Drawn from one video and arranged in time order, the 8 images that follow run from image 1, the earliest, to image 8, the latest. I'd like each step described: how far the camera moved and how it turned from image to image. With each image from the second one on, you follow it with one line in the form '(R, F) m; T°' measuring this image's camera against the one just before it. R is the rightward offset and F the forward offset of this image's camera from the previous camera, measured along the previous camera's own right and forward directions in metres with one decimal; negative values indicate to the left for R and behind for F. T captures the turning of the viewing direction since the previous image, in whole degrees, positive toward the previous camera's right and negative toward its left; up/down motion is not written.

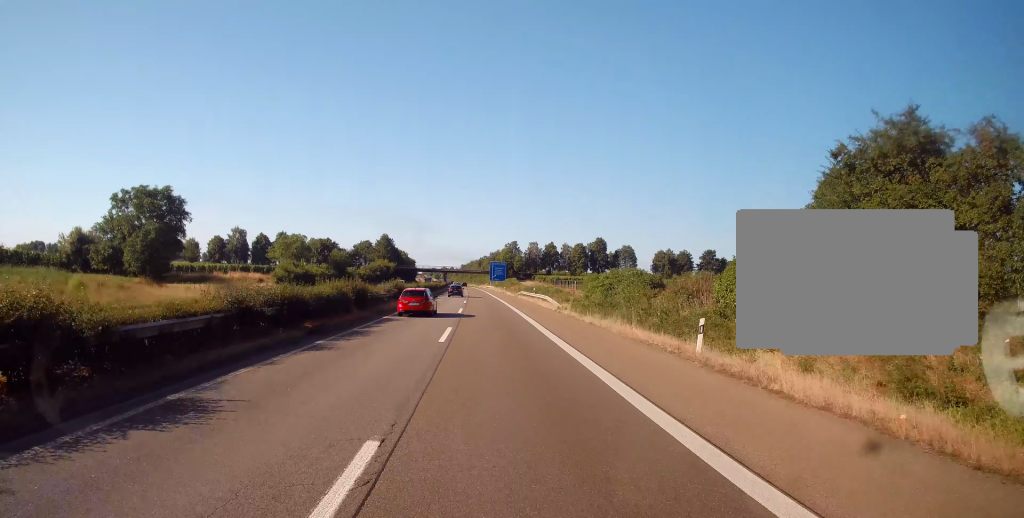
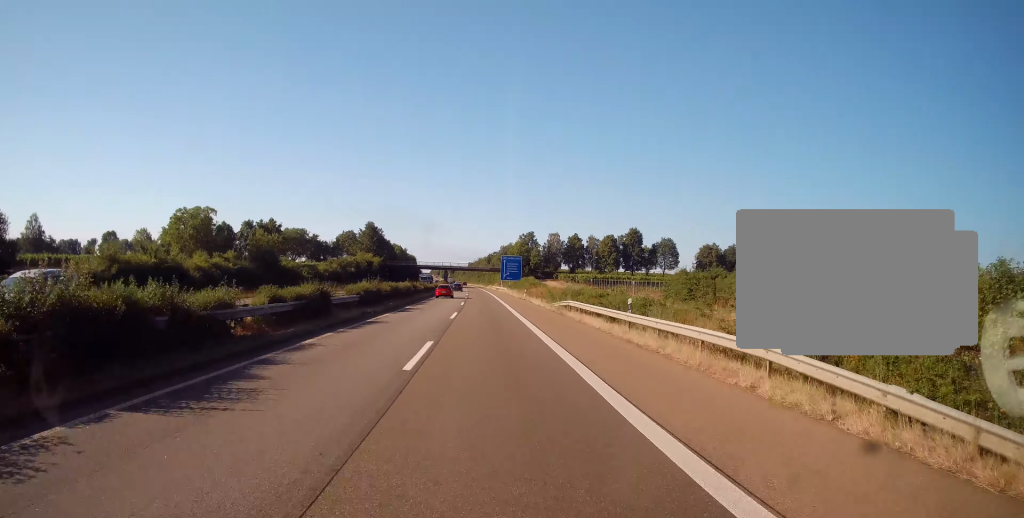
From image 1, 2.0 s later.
(-0.2, +41.7) m; 0°
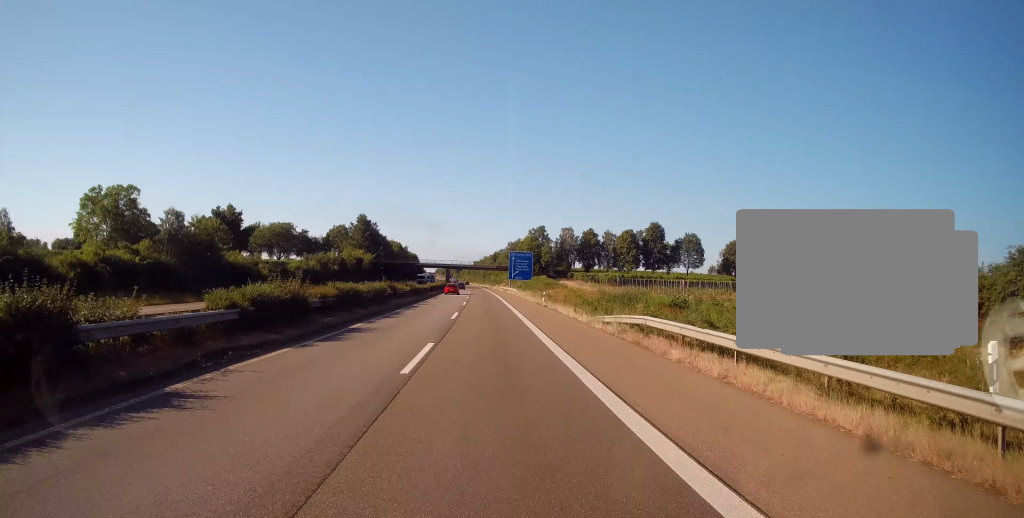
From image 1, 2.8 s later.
(0.0, +18.6) m; 0°
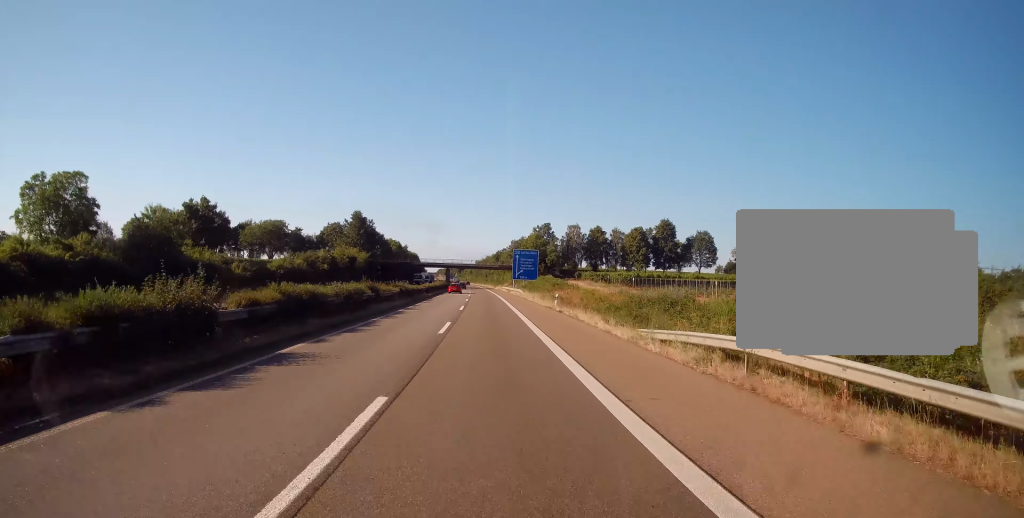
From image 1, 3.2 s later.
(+0.1, +8.6) m; 0°
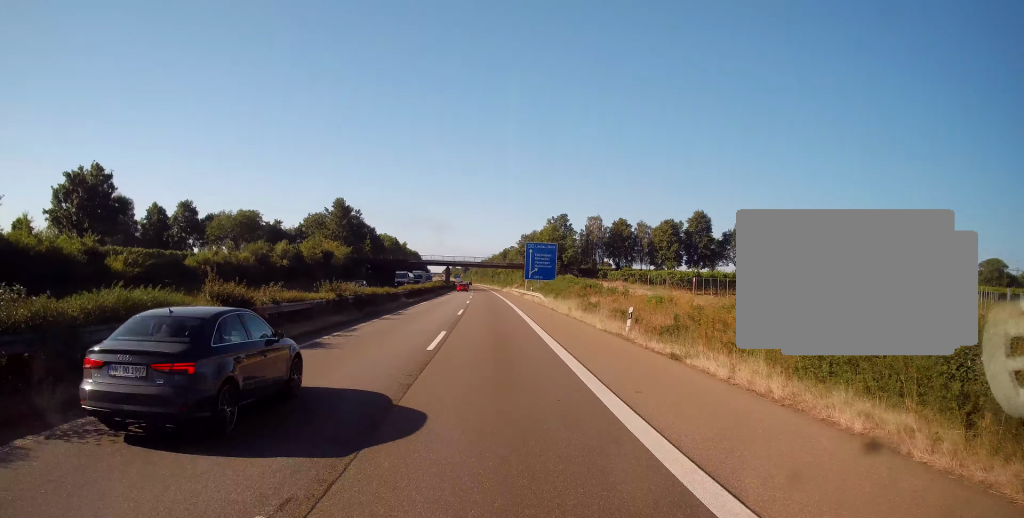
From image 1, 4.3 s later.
(-0.3, +23.2) m; -1°
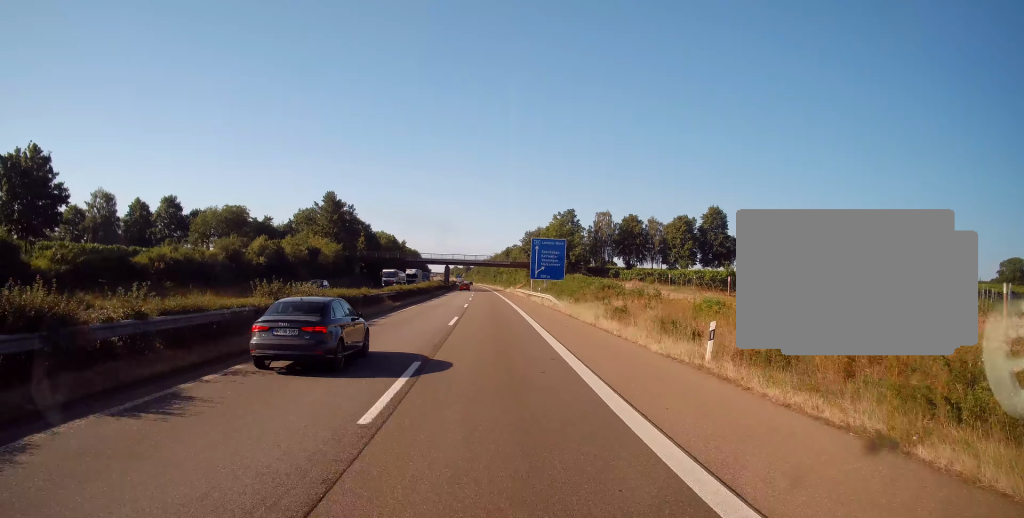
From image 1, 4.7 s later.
(0.0, +9.5) m; 0°
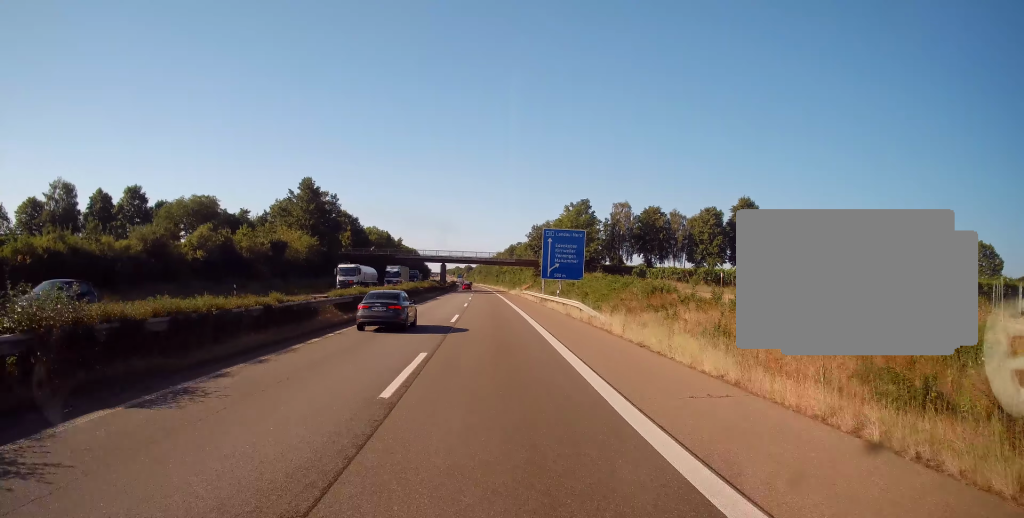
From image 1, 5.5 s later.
(0.0, +16.1) m; 0°
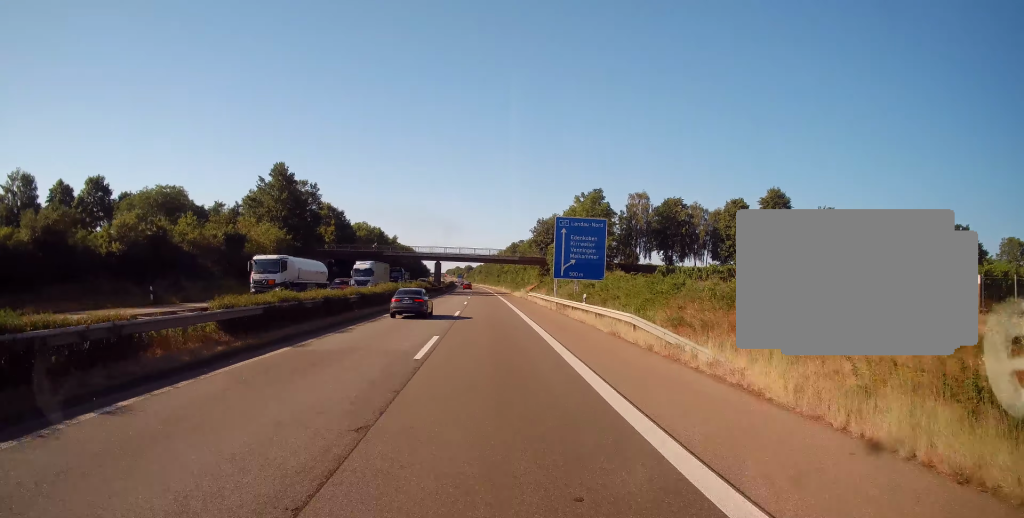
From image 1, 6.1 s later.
(0.0, +13.3) m; +1°
